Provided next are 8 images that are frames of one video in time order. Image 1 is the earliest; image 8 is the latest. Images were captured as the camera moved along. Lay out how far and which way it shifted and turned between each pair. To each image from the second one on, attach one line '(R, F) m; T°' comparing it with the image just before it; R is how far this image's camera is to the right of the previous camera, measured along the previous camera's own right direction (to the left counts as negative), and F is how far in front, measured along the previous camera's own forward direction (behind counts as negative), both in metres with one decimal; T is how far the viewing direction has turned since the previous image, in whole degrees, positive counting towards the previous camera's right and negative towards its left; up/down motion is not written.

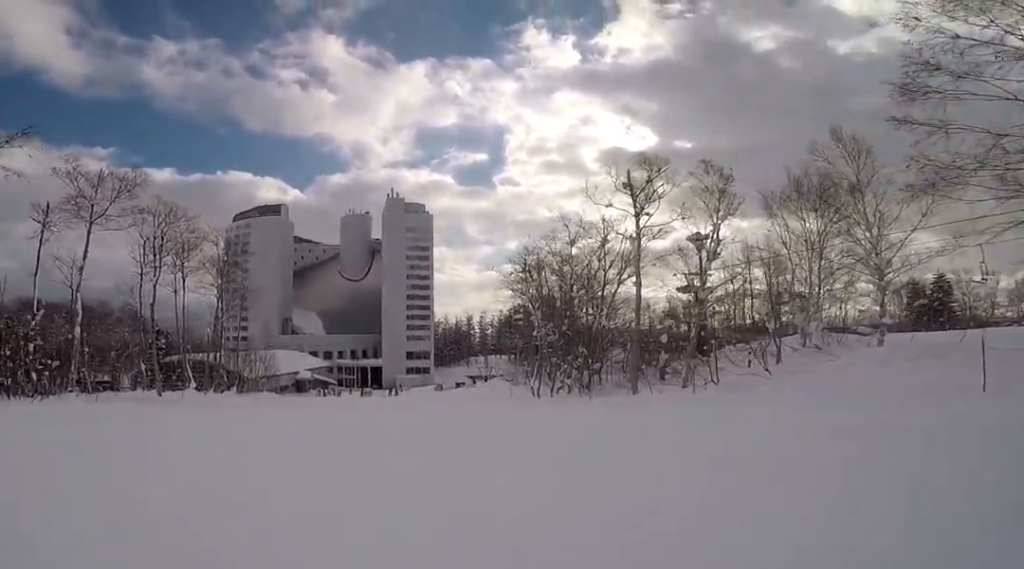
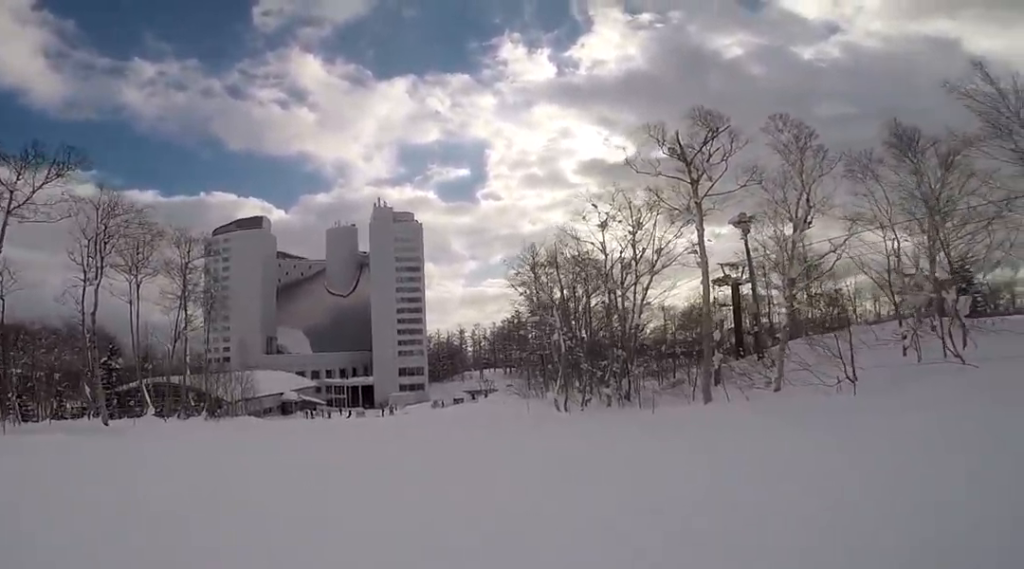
(-0.1, +7.1) m; -5°
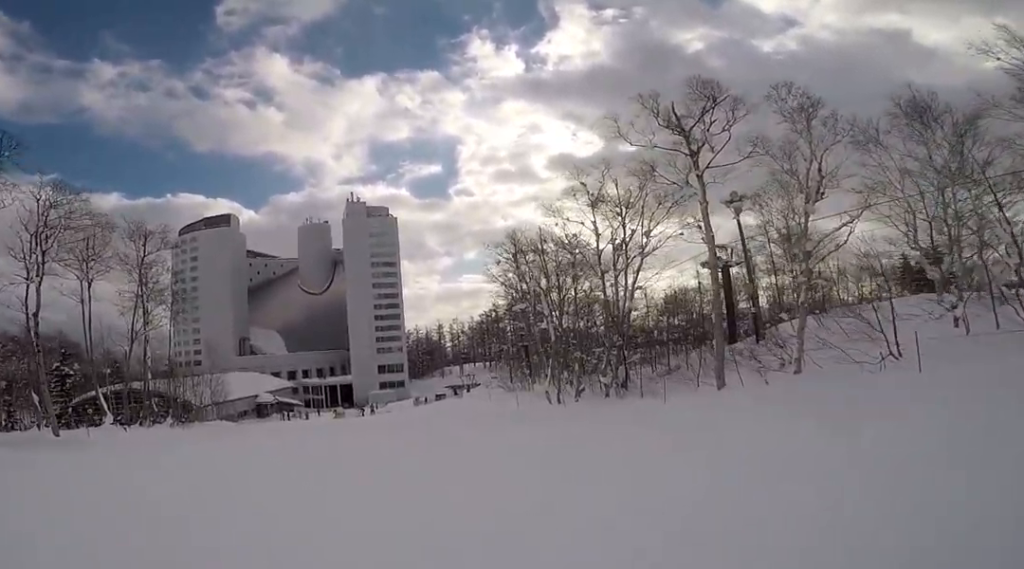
(-0.1, +2.6) m; +1°
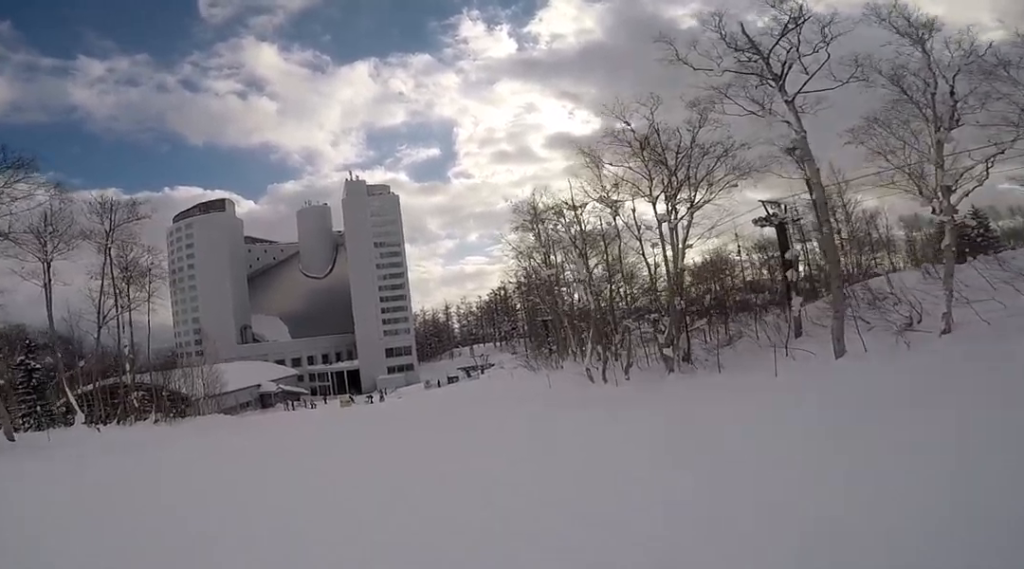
(+0.1, +5.3) m; +5°
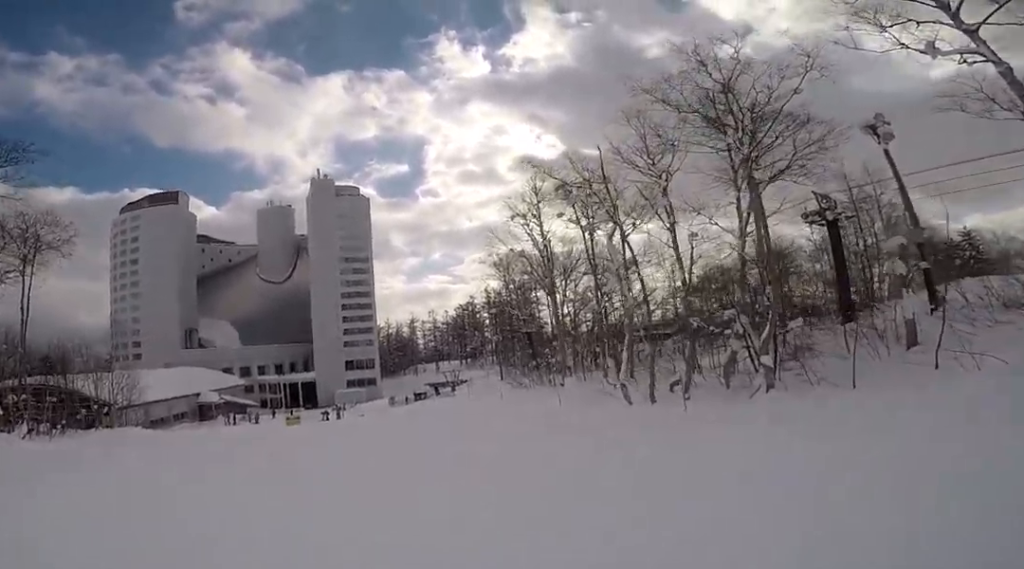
(+0.7, +8.7) m; +5°
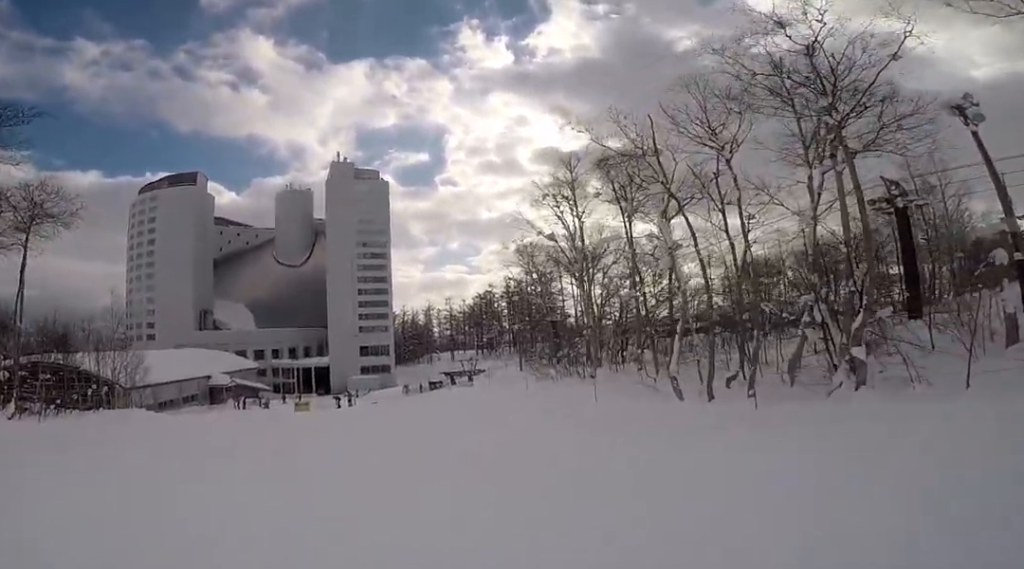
(0.0, +2.5) m; +1°
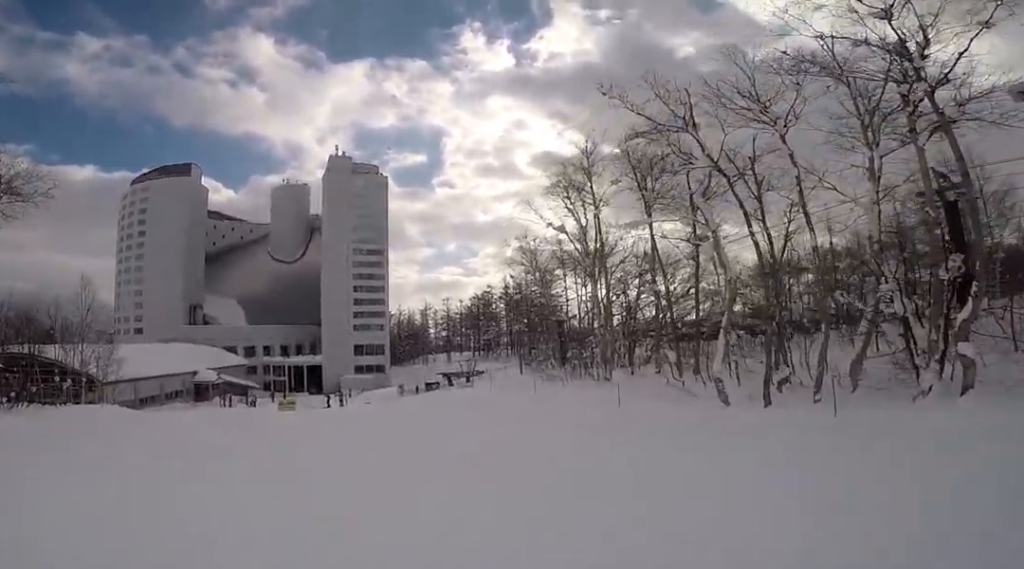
(0.0, +3.0) m; +2°
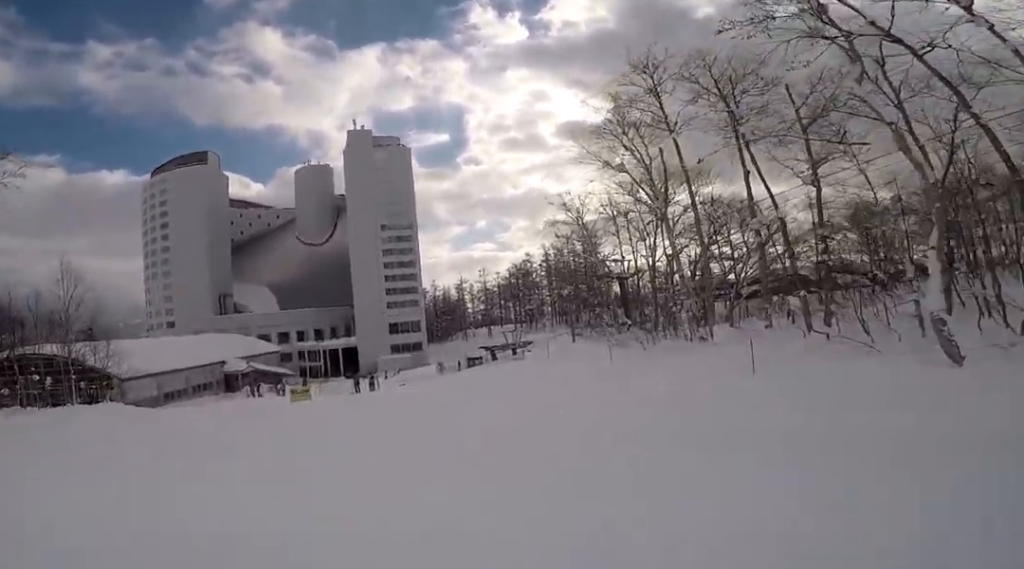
(+0.2, +5.7) m; +3°
